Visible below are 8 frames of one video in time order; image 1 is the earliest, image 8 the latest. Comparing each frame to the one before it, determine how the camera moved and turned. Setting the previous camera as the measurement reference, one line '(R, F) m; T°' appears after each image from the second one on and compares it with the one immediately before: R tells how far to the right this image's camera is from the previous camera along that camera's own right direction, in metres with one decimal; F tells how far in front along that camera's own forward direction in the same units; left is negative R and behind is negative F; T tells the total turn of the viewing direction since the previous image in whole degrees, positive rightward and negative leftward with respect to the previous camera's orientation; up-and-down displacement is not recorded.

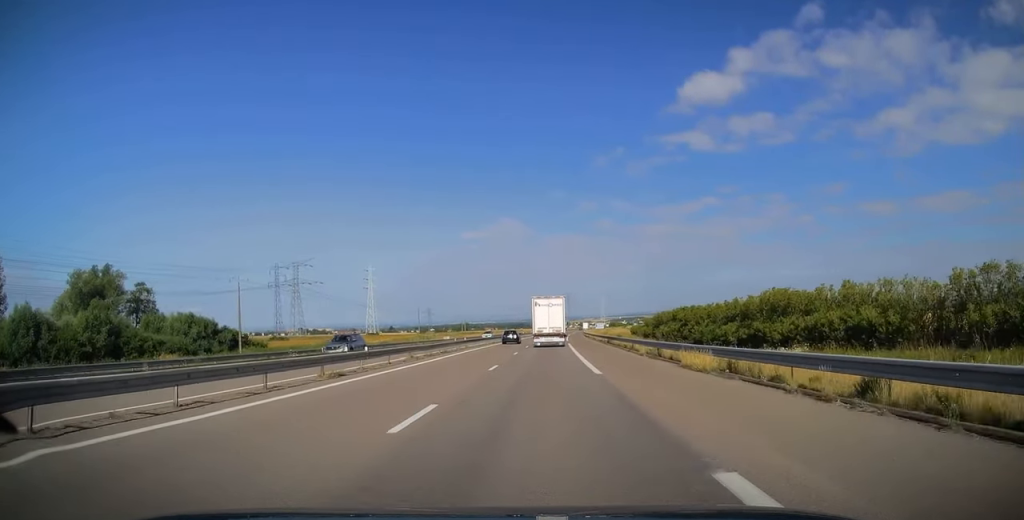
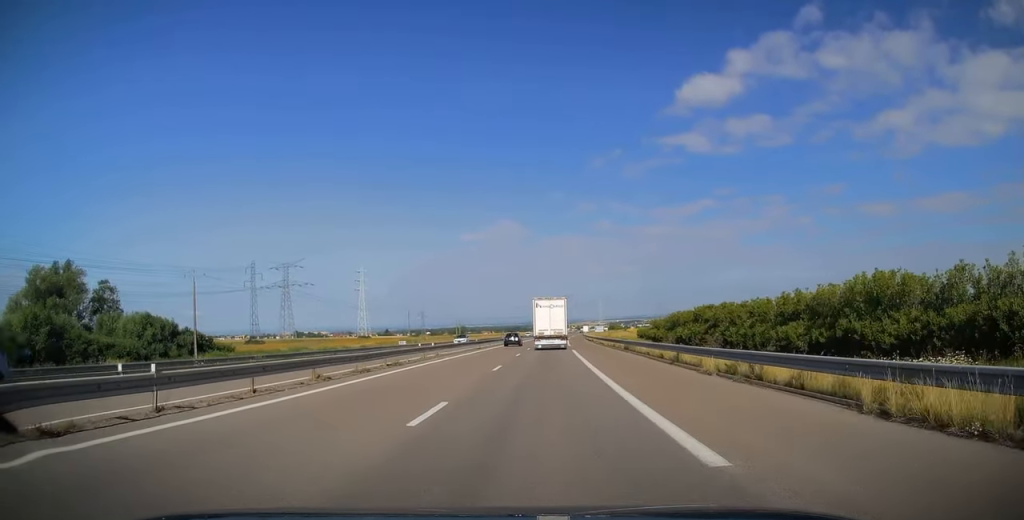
(0.0, +12.8) m; 0°
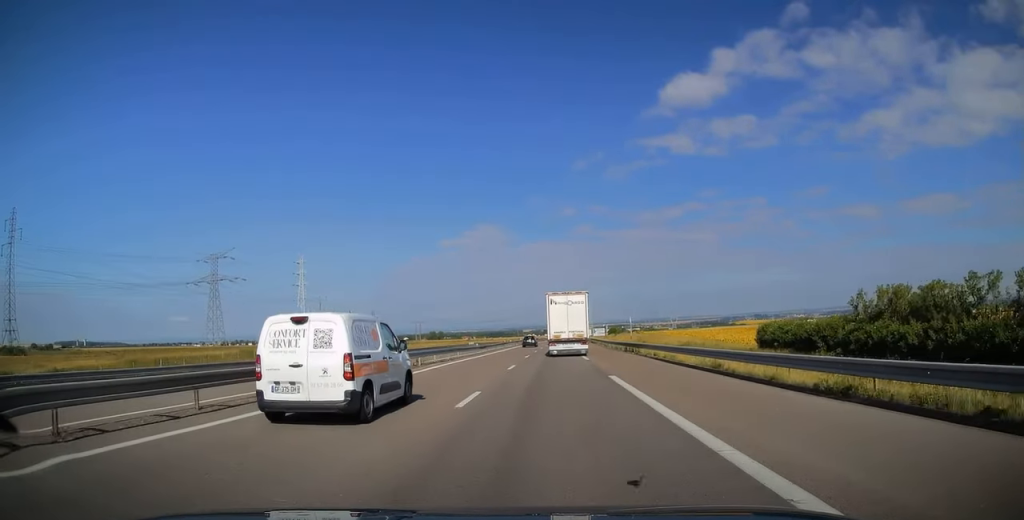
(+1.4, +78.1) m; +1°
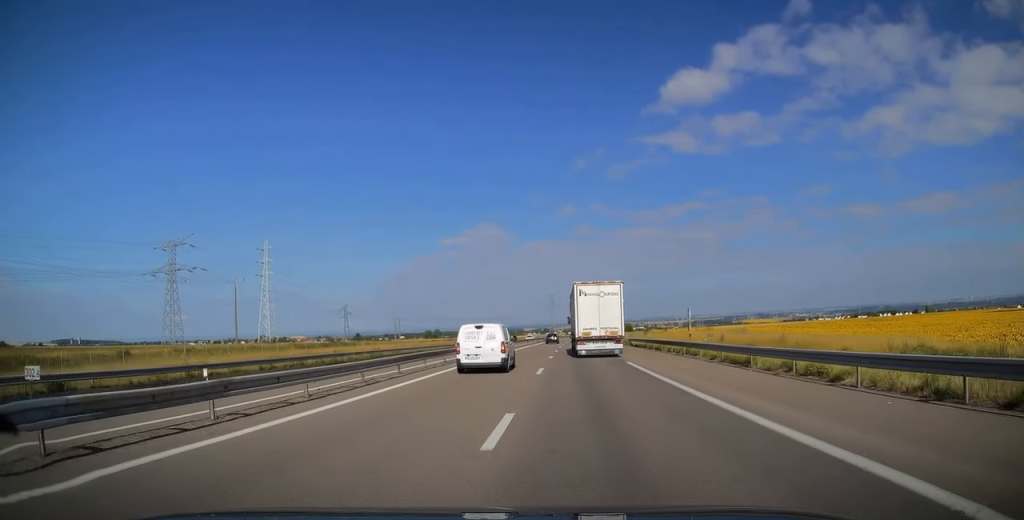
(0.0, +45.0) m; +1°
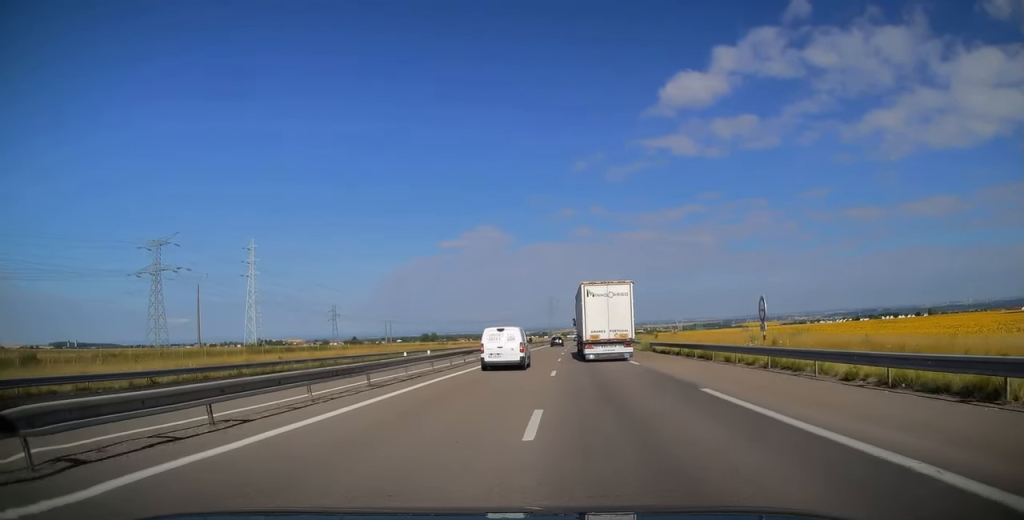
(+0.1, +12.7) m; 0°
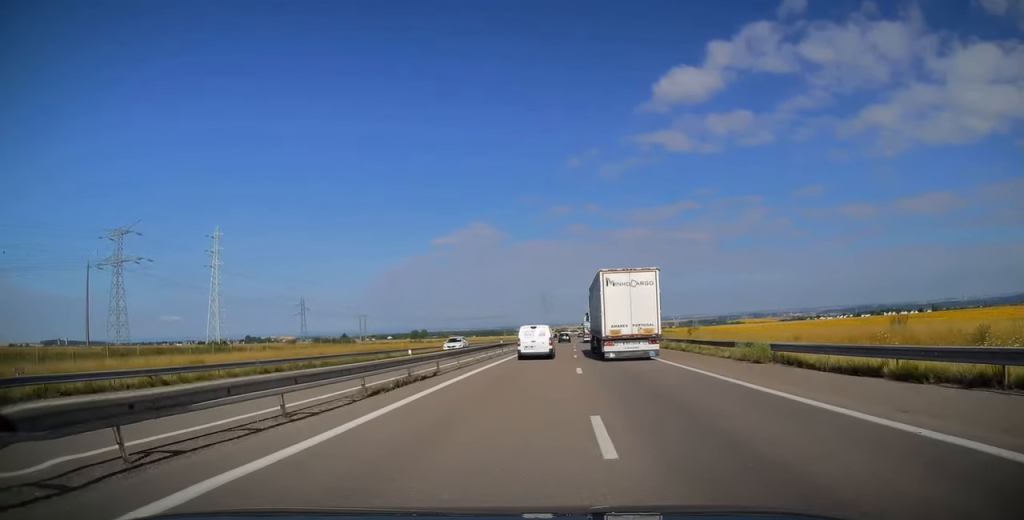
(+0.3, +27.0) m; +1°
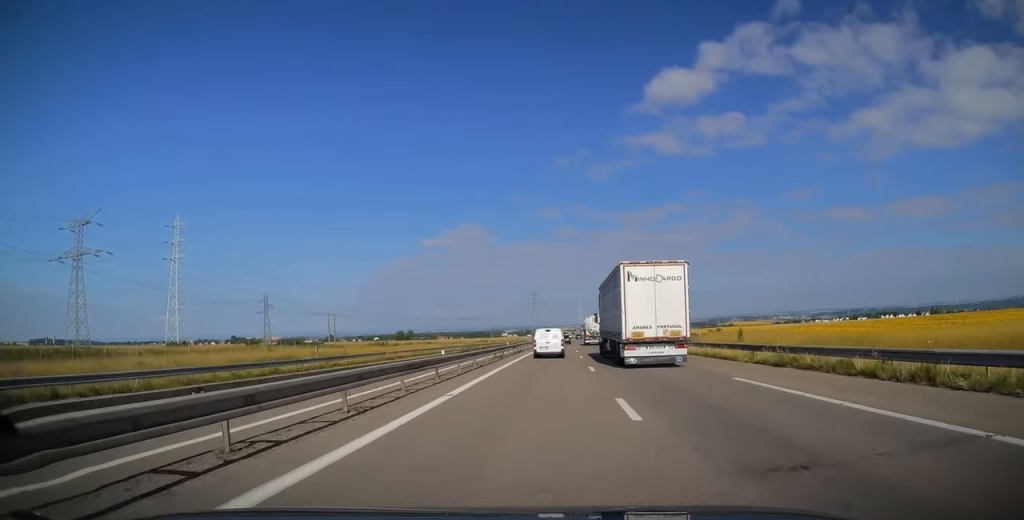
(-0.1, +22.7) m; +1°
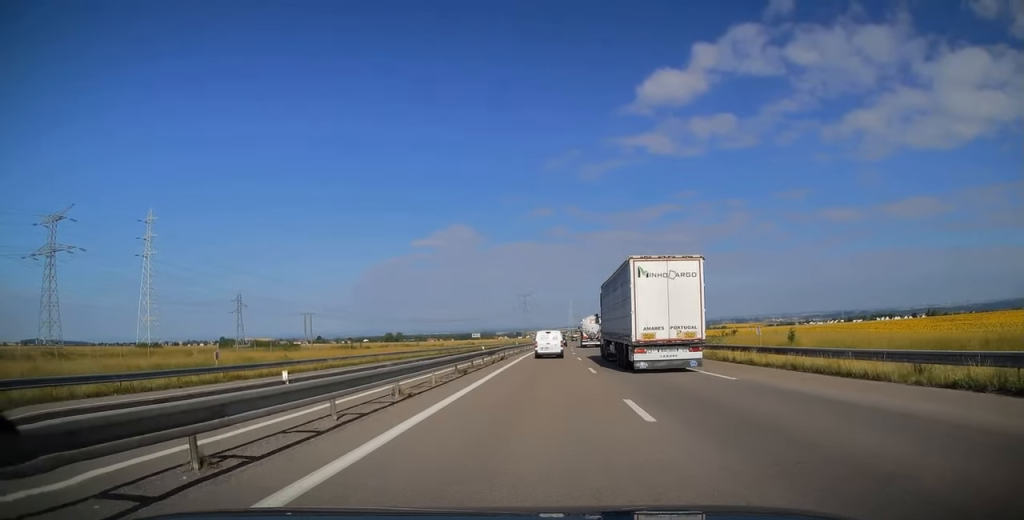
(+0.1, +13.0) m; 0°
